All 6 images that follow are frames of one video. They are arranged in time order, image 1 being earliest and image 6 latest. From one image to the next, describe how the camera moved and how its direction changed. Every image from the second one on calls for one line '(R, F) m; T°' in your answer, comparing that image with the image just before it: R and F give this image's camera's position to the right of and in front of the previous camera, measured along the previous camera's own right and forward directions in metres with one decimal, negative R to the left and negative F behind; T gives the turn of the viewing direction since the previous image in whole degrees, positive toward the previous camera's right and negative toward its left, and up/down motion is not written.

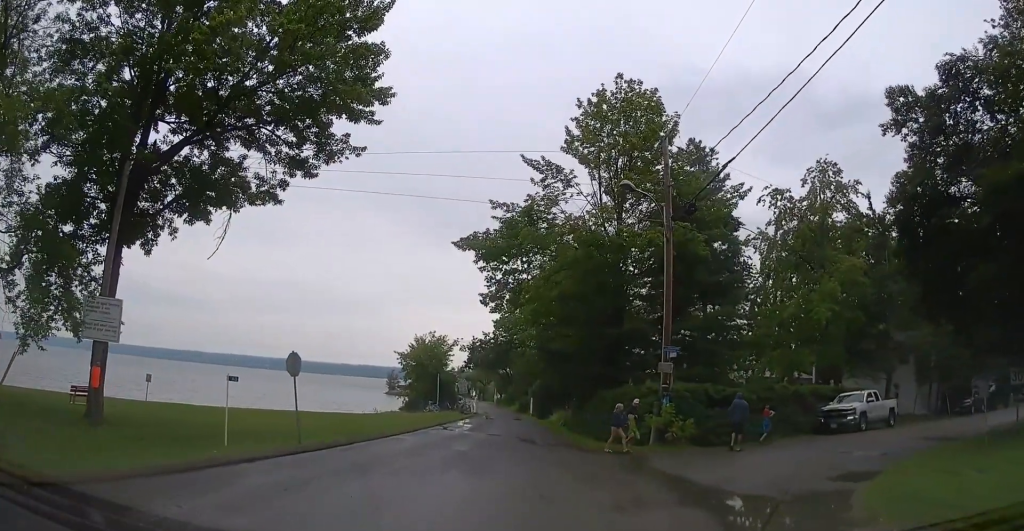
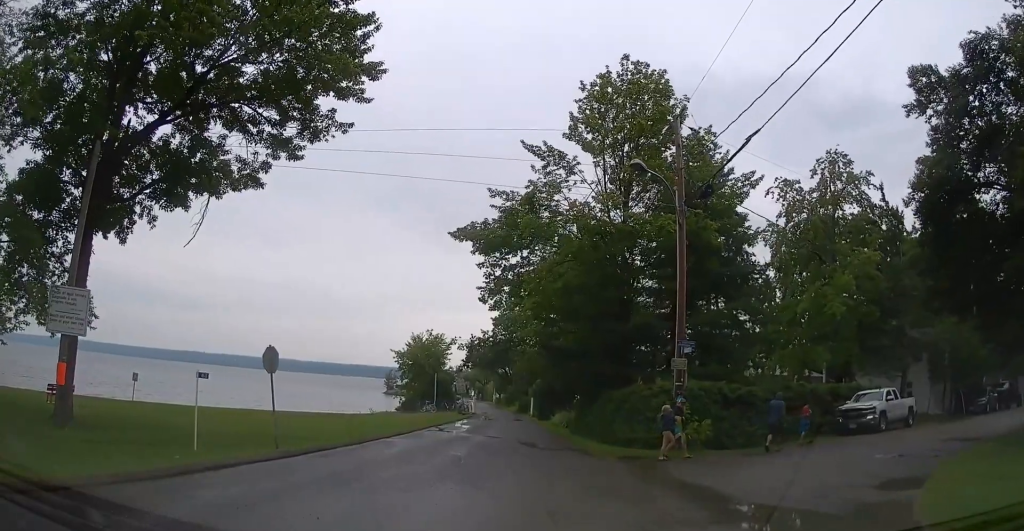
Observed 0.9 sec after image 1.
(-0.1, +1.9) m; -3°
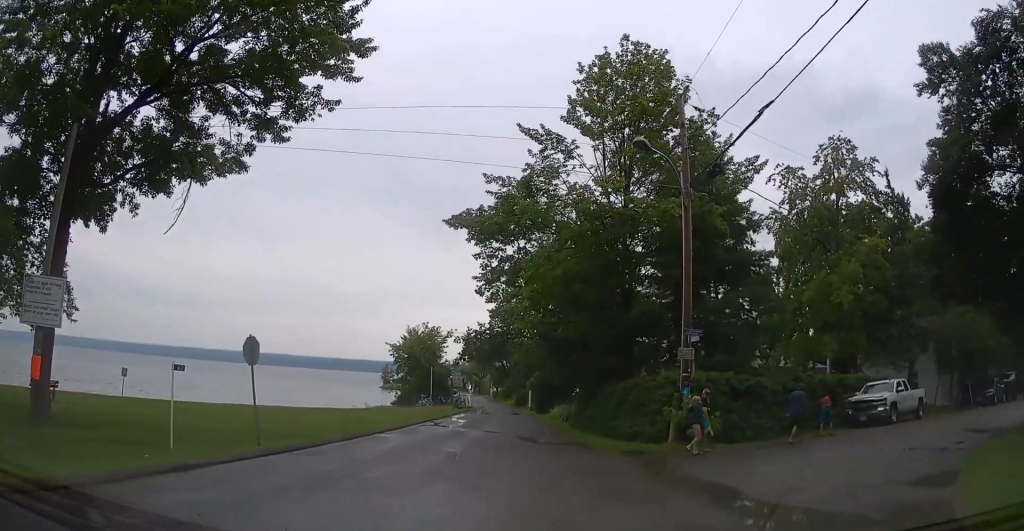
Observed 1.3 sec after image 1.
(-0.1, +0.9) m; +2°
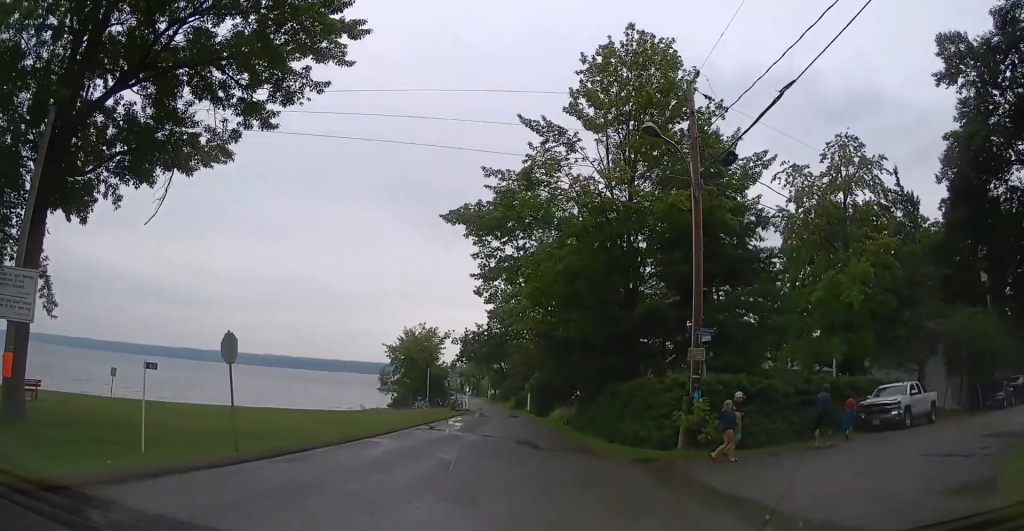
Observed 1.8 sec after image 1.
(0.0, +1.0) m; +1°
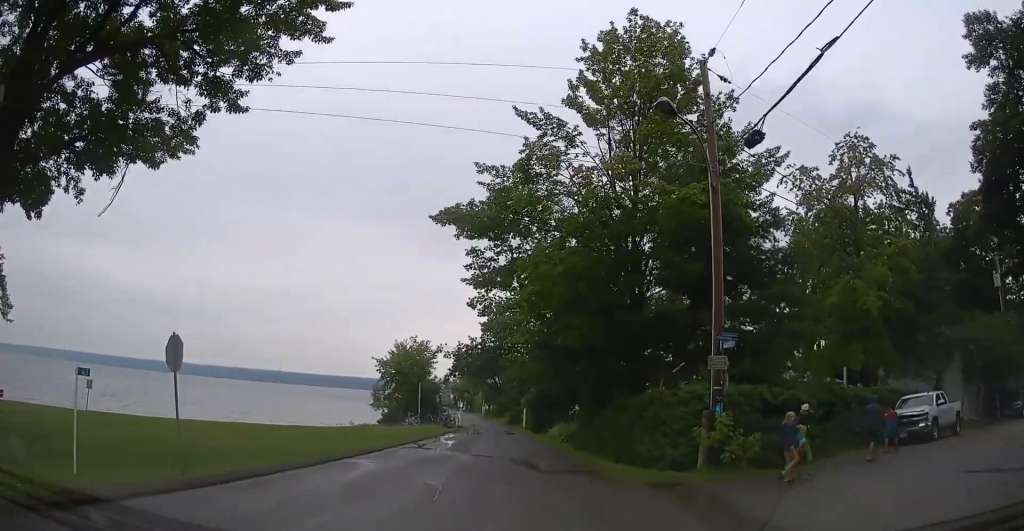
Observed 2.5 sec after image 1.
(+0.2, +1.9) m; -1°
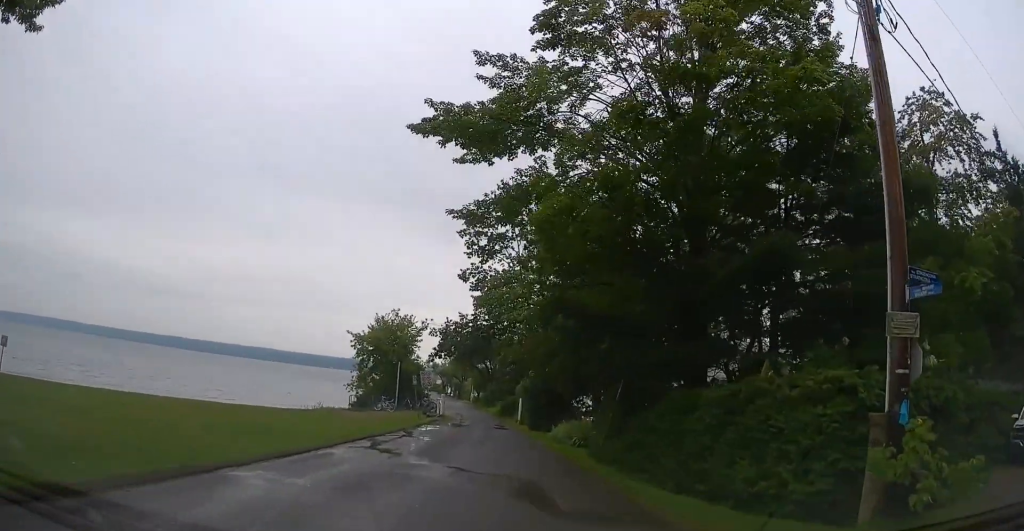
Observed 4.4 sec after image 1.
(-0.4, +7.4) m; -2°
